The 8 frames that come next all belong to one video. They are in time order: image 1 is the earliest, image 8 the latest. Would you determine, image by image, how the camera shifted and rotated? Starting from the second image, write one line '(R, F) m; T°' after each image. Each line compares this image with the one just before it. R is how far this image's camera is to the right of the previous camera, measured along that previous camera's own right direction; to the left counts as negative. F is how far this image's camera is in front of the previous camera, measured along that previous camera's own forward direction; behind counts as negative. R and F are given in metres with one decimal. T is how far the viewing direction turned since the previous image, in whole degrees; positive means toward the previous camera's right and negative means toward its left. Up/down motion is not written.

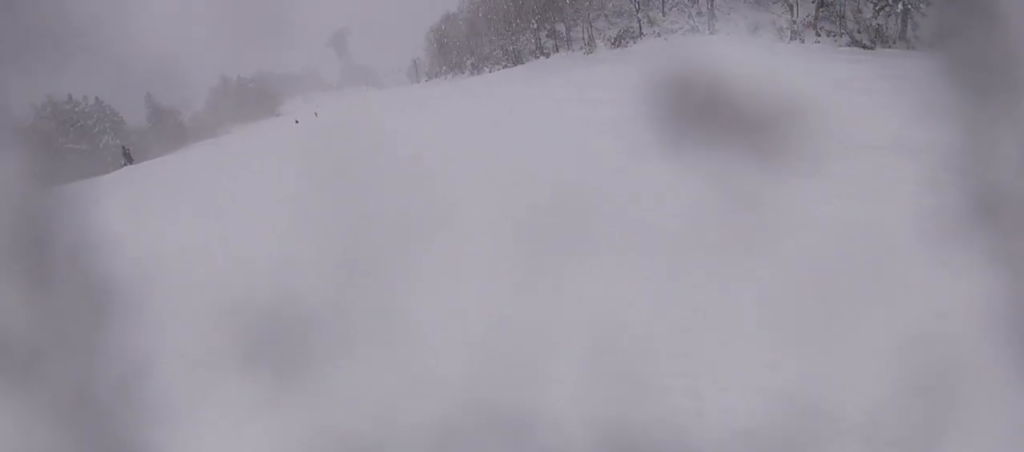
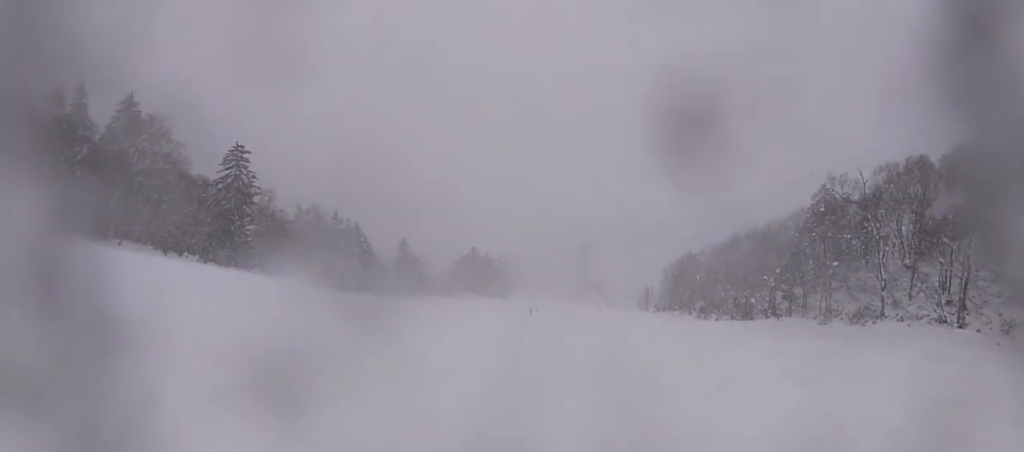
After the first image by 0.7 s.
(-0.3, +3.8) m; -5°
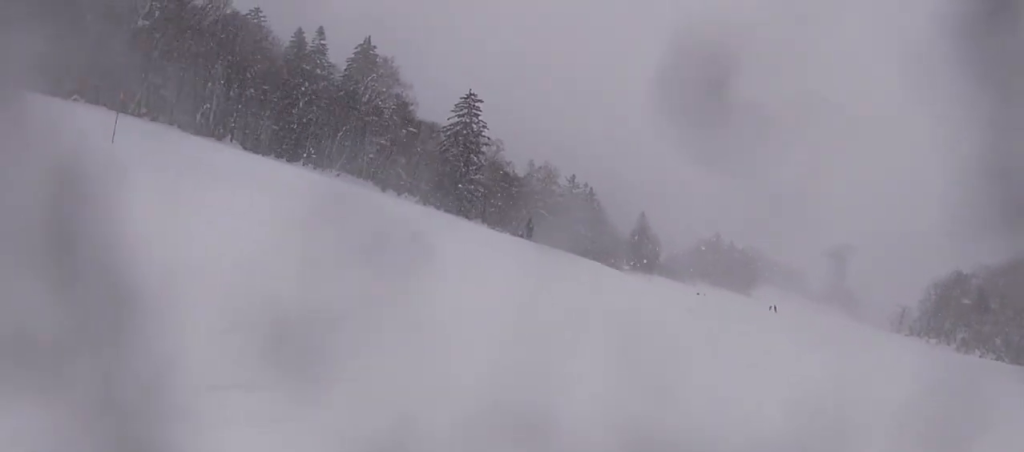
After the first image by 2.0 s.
(-0.5, +6.7) m; -19°
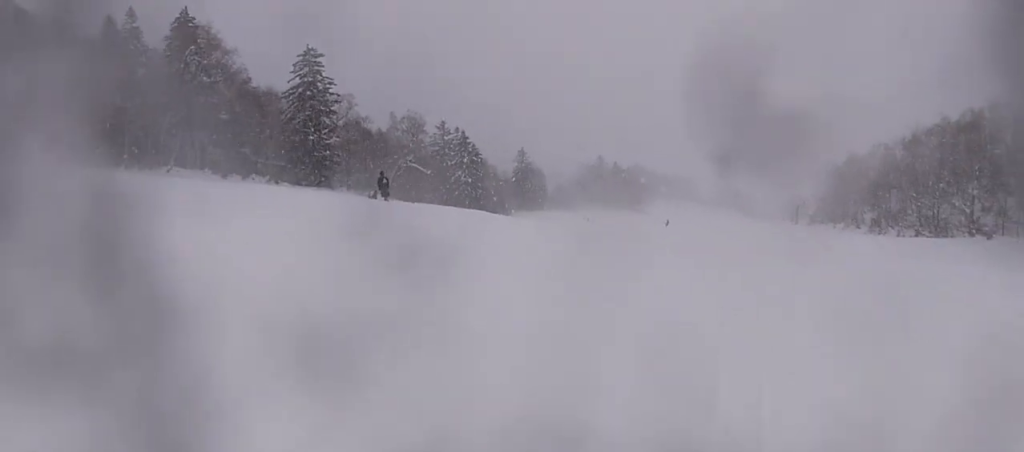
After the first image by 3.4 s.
(-1.8, +7.2) m; -5°
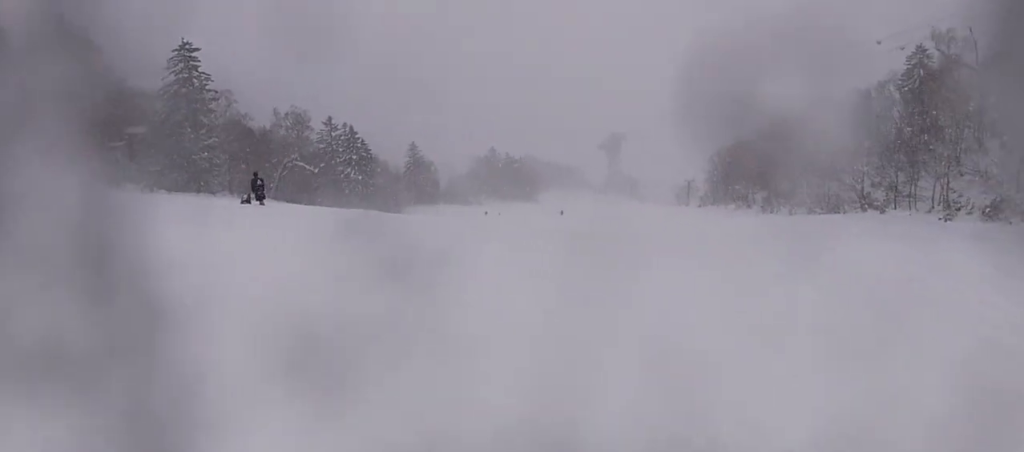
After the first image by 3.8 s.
(-0.3, +2.1) m; +15°
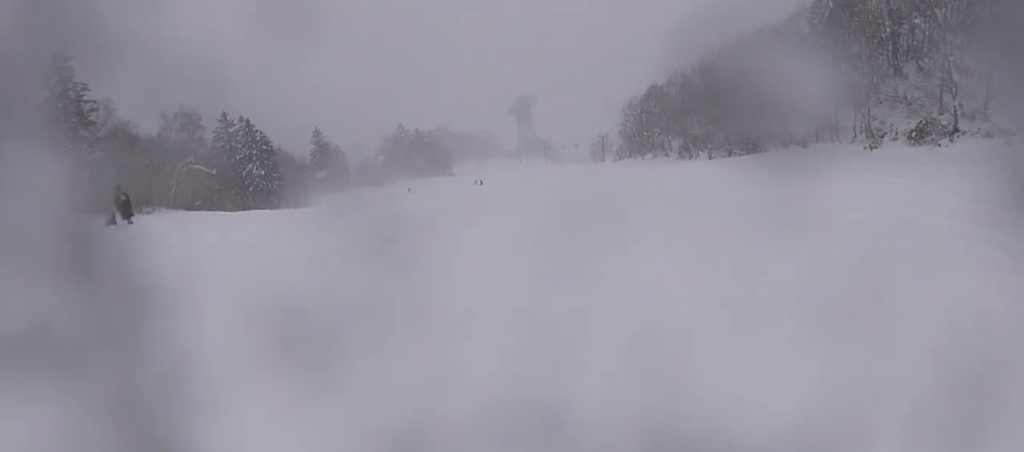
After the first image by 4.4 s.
(+0.3, +2.5) m; +16°
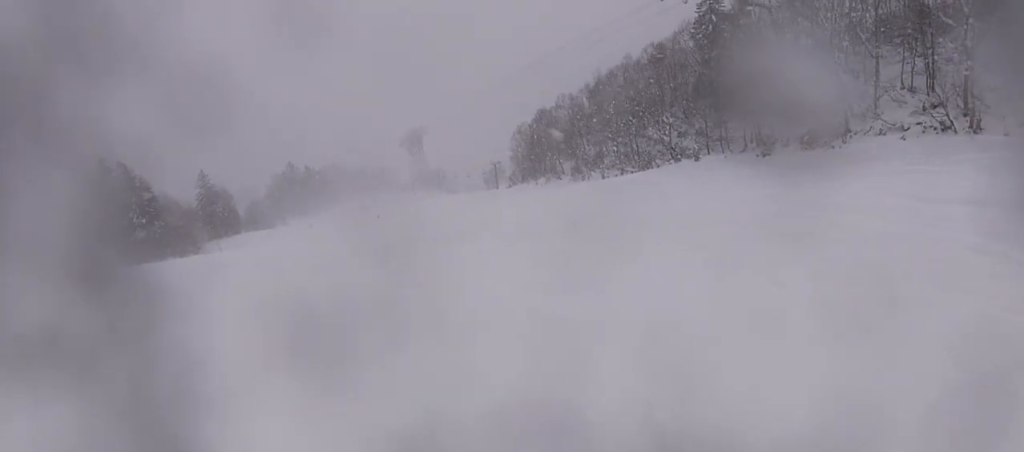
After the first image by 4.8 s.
(+1.3, +2.4) m; +8°
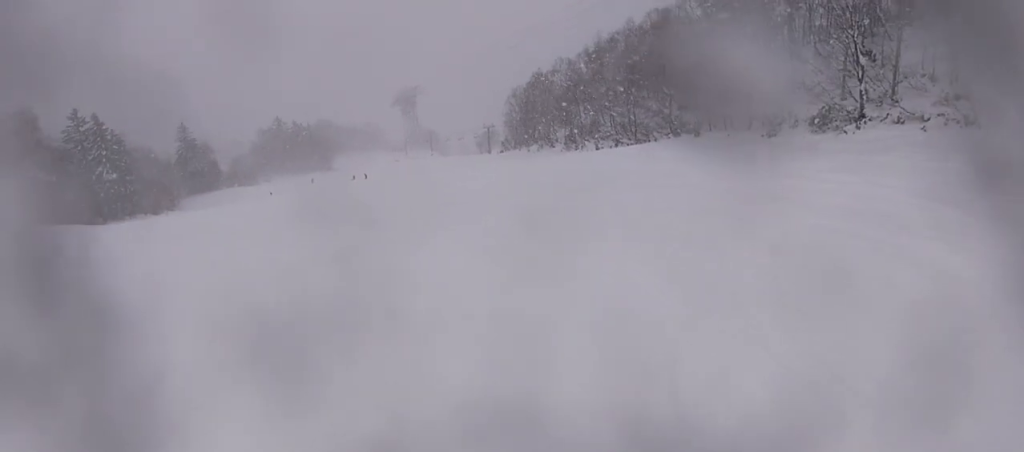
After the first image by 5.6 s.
(0.0, +3.8) m; -11°
